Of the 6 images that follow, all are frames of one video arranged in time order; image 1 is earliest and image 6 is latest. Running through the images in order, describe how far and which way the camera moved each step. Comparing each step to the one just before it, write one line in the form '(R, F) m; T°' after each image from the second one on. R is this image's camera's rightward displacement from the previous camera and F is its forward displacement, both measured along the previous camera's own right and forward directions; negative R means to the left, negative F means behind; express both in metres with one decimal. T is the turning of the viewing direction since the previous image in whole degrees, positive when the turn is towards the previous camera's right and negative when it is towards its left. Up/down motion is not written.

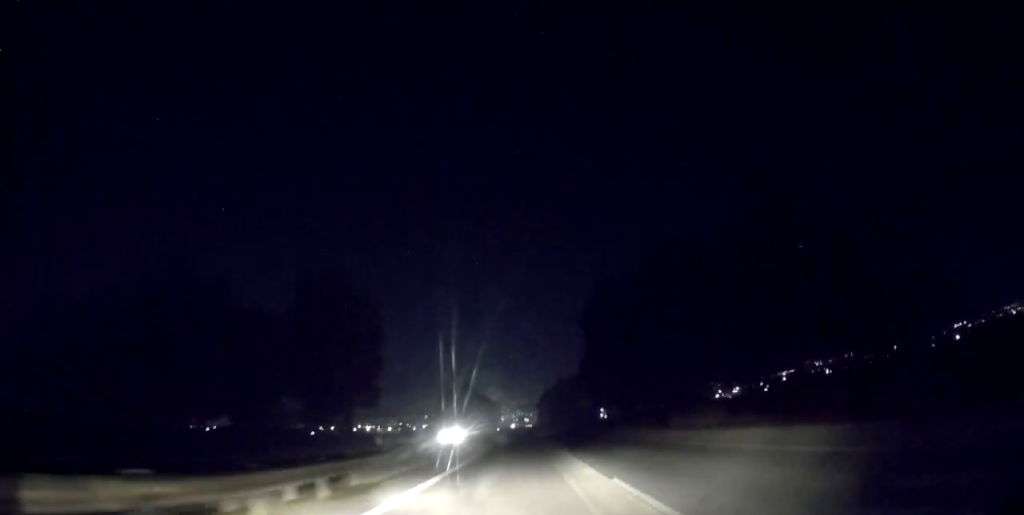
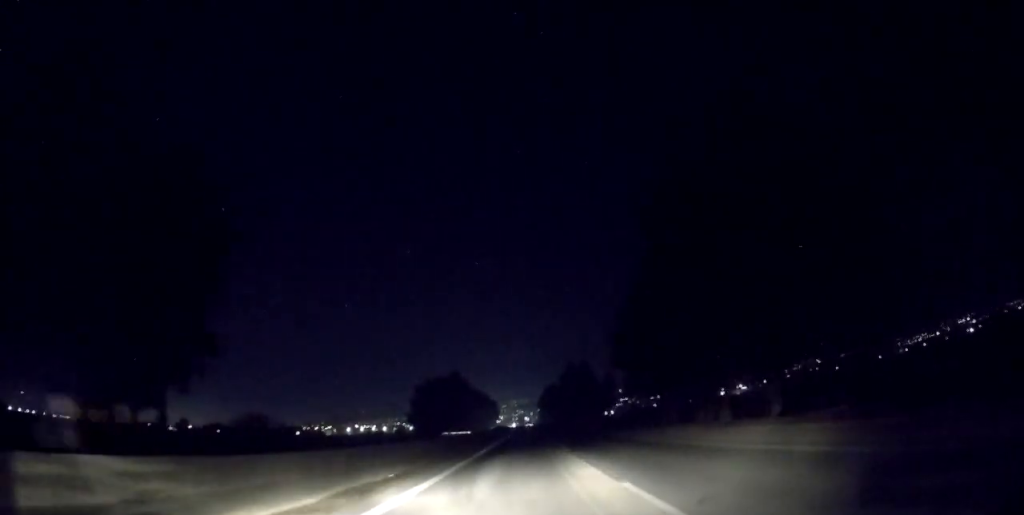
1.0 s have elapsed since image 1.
(-0.4, +36.5) m; 0°
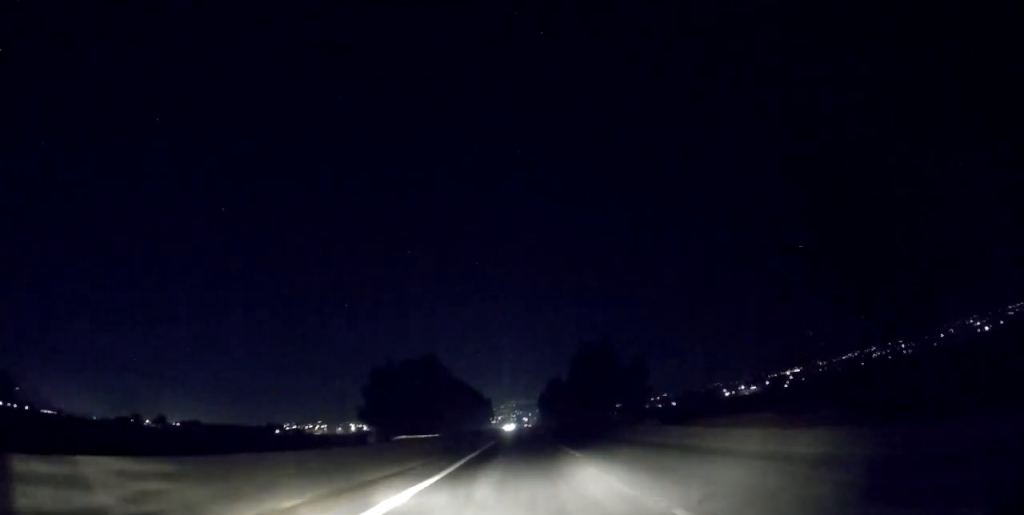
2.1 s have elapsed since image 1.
(+0.5, +39.2) m; +1°
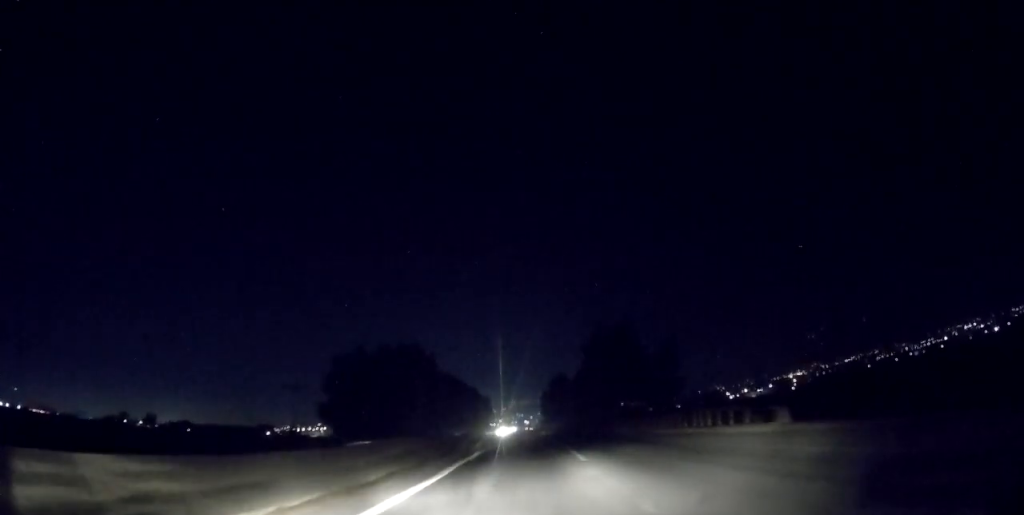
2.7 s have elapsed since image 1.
(+0.1, +19.3) m; 0°
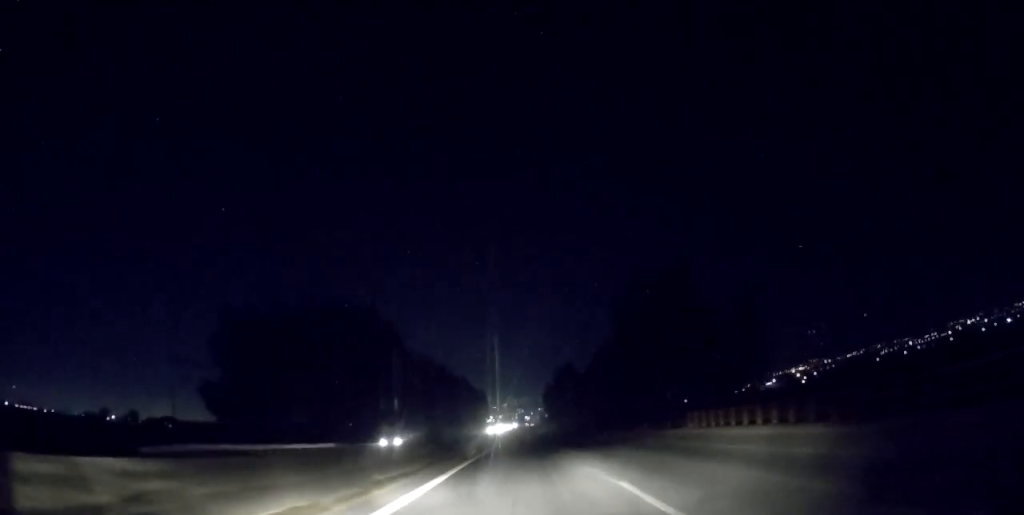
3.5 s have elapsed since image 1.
(-0.2, +29.7) m; 0°
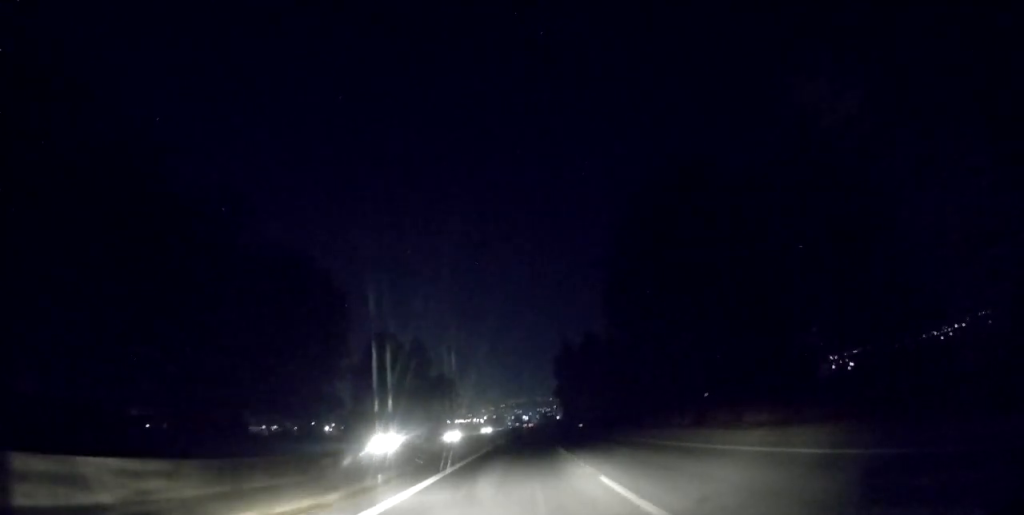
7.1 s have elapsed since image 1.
(+0.2, +123.2) m; 0°
